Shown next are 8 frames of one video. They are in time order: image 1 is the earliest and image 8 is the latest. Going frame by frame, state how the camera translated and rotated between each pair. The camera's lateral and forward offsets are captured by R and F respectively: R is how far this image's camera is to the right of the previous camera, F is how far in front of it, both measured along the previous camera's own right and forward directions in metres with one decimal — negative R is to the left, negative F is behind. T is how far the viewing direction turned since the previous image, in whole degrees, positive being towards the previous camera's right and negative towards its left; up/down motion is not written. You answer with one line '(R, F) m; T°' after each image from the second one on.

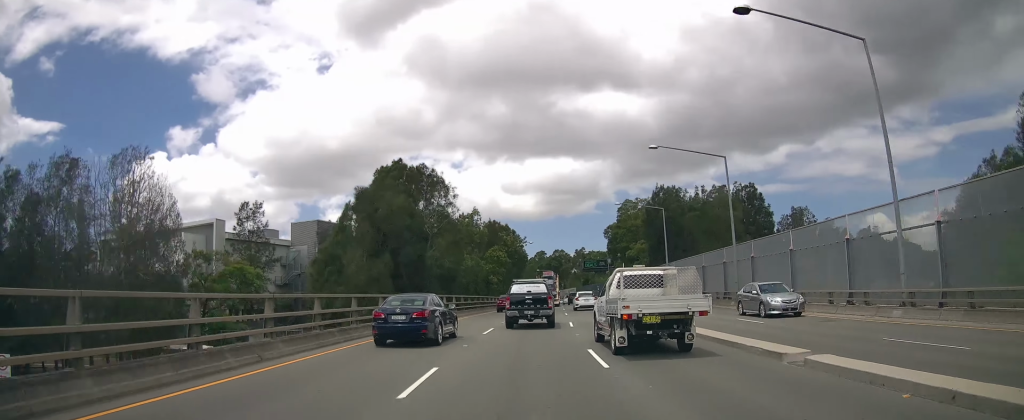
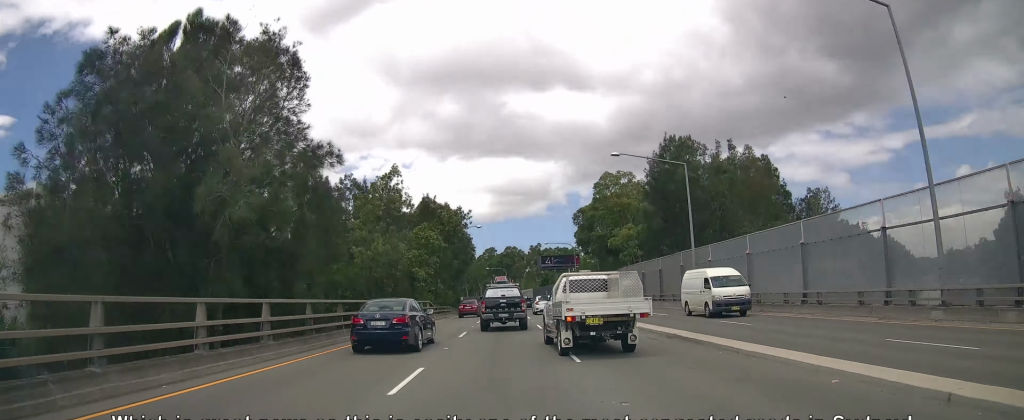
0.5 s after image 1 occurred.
(+1.4, +23.4) m; +5°
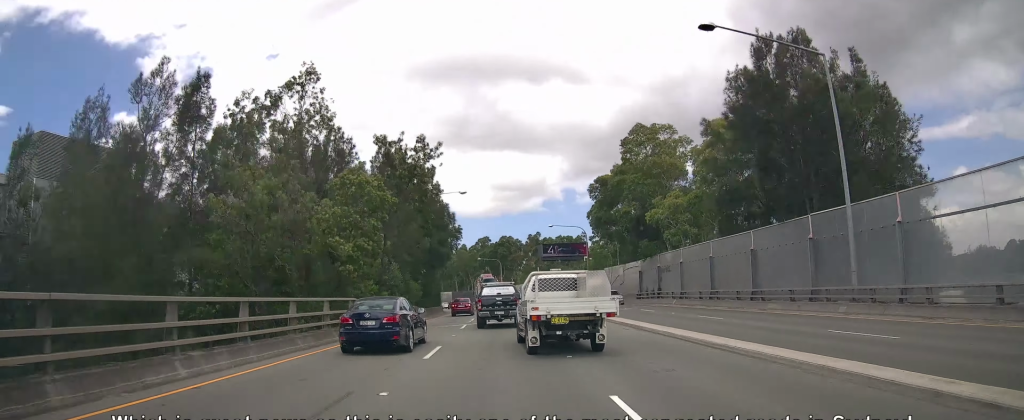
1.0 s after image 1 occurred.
(+0.6, +19.0) m; 0°
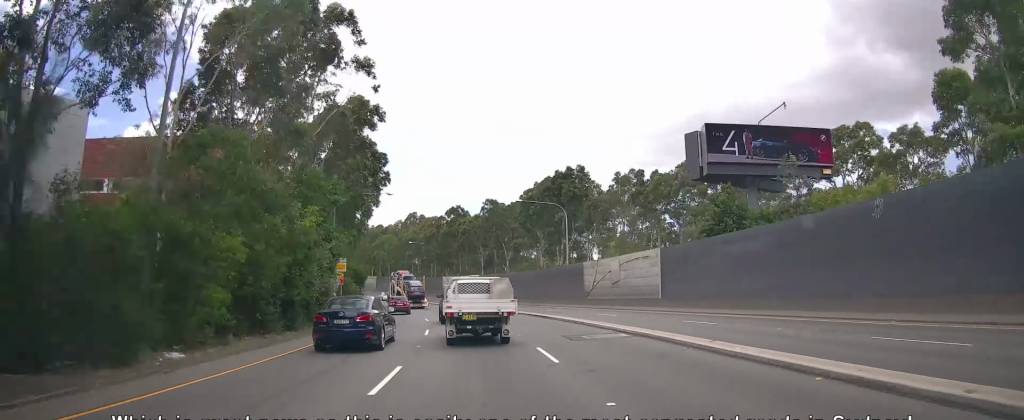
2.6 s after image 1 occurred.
(-1.1, +71.1) m; -8°
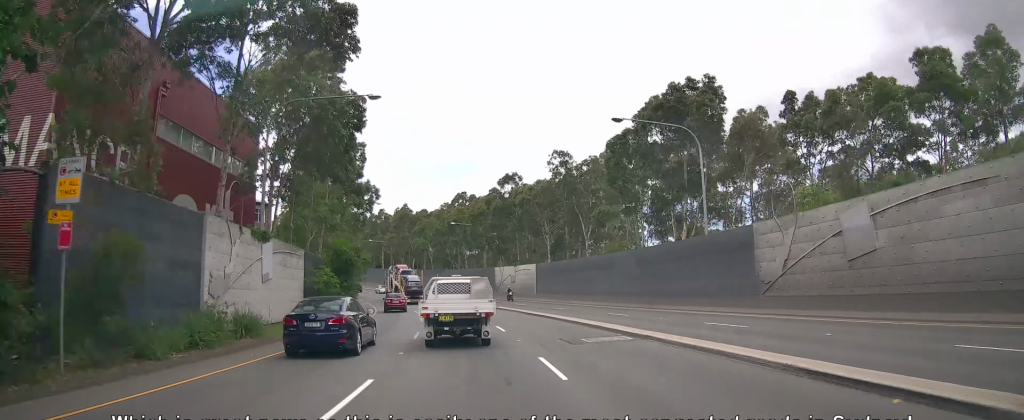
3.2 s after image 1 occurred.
(-2.2, +24.4) m; -6°
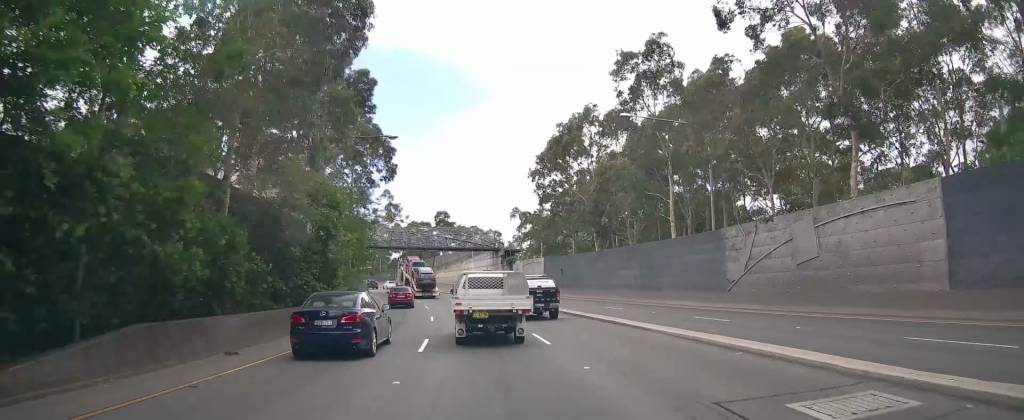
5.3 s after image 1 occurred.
(-18.8, +95.6) m; -23°
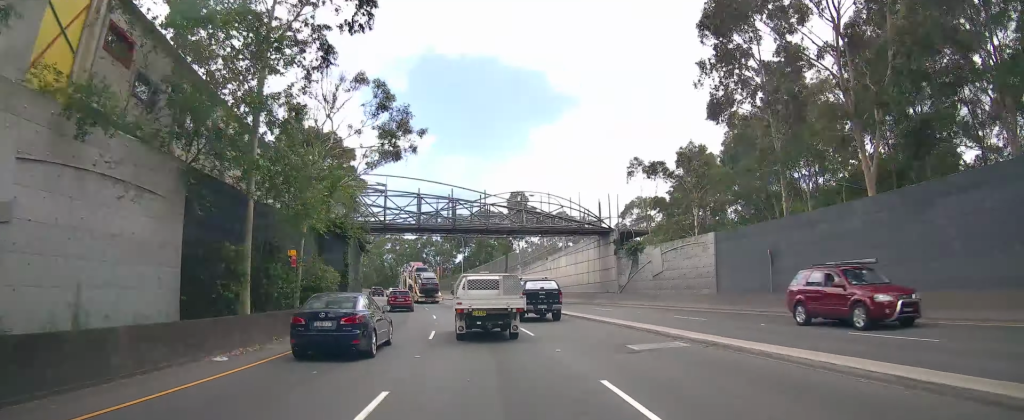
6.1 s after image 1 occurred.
(-2.8, +33.1) m; -8°
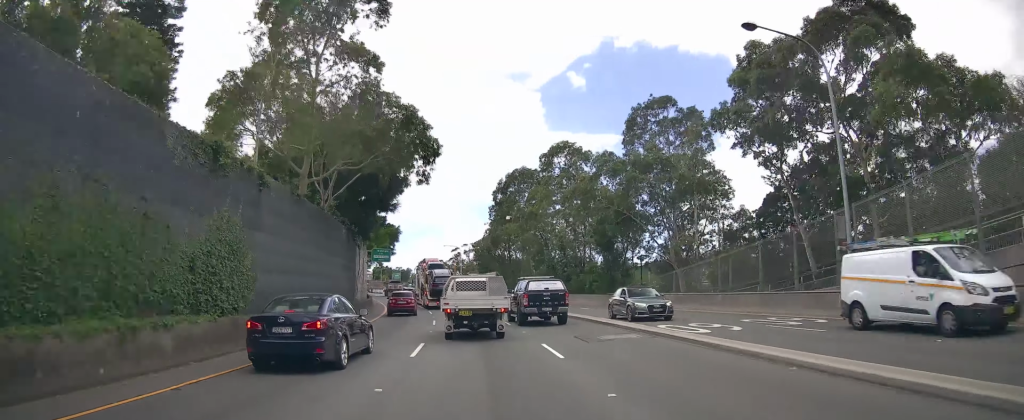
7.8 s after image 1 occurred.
(-10.3, +70.4) m; -17°
